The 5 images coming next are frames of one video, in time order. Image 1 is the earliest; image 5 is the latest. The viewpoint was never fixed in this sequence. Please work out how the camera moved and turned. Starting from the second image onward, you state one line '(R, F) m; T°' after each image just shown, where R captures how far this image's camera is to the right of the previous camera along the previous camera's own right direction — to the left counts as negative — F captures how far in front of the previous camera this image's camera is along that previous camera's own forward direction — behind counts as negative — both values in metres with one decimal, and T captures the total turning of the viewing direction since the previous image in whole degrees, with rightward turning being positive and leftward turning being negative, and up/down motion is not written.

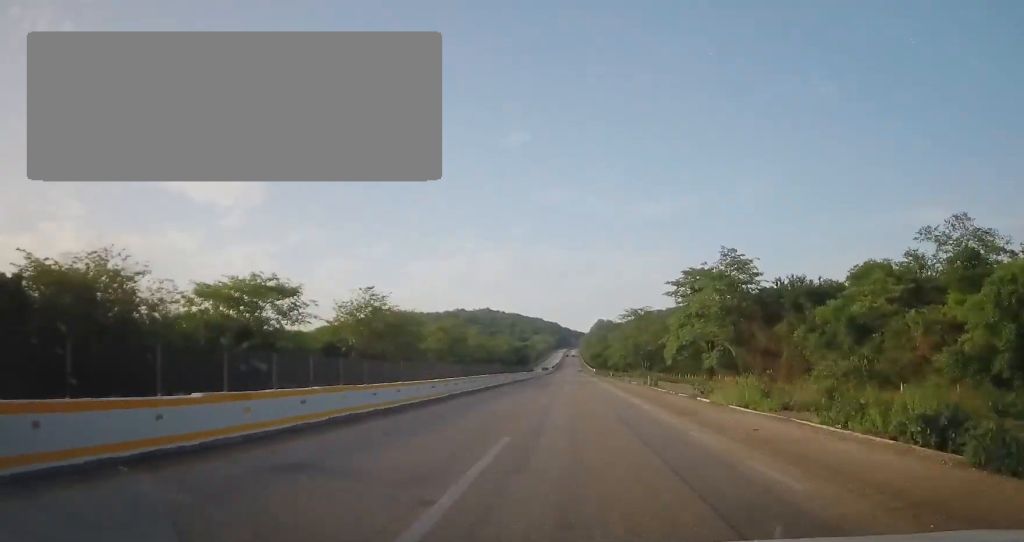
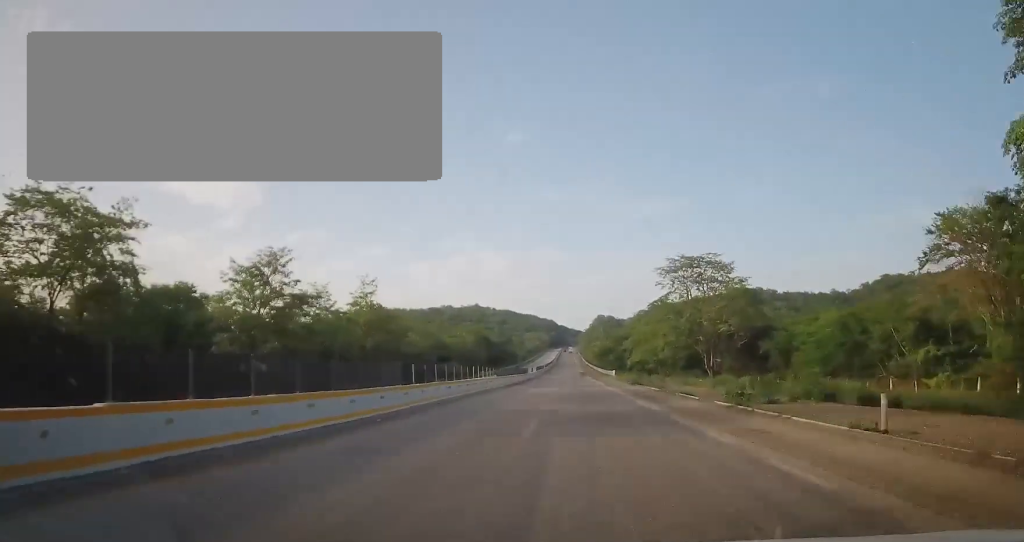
(-0.1, +70.6) m; 0°
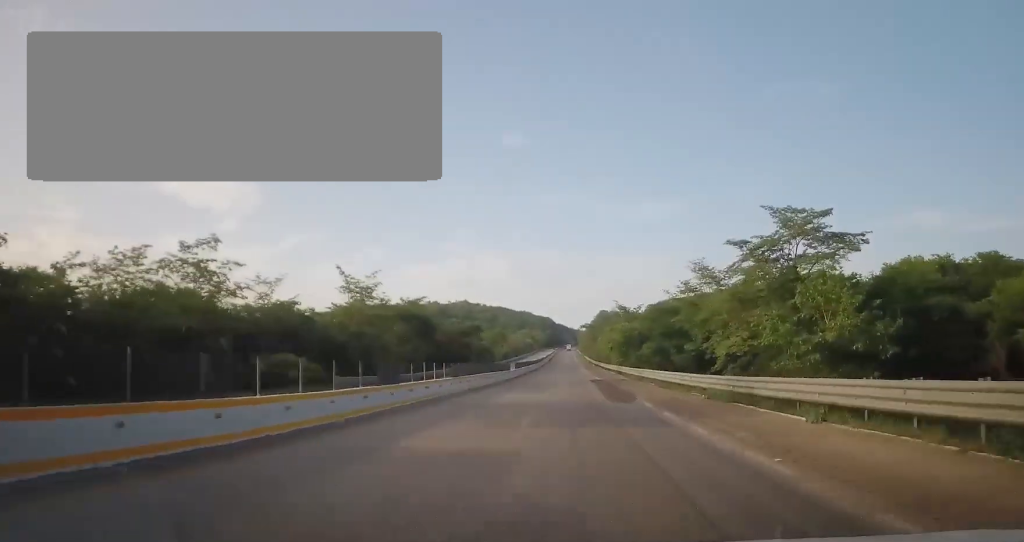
(-0.1, +73.9) m; 0°
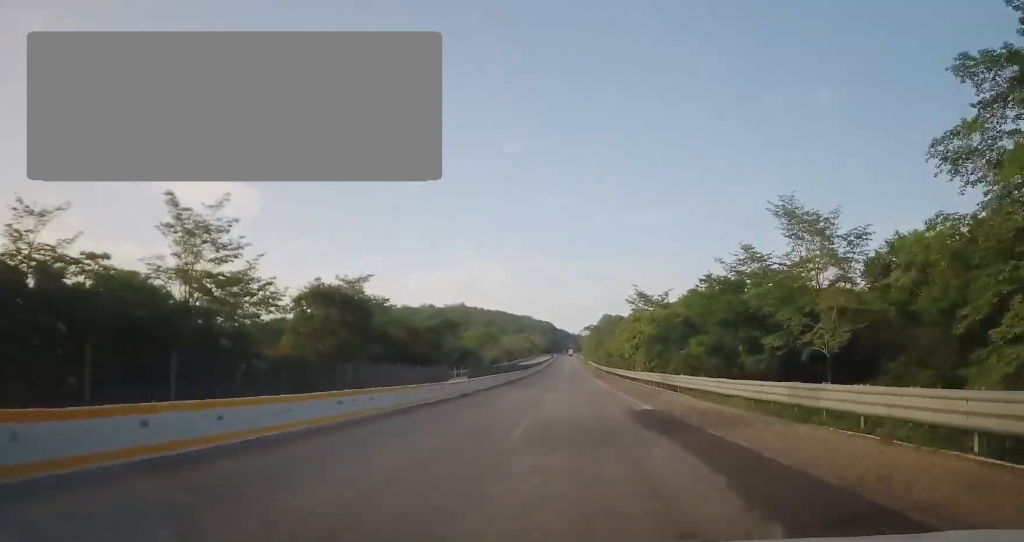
(+0.2, +31.9) m; 0°
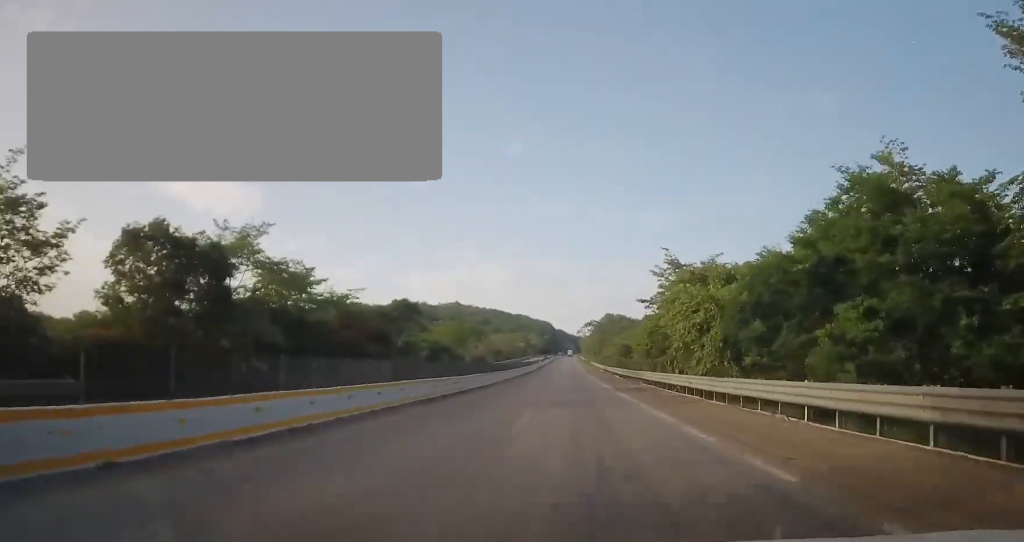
(-0.4, +29.2) m; -1°
